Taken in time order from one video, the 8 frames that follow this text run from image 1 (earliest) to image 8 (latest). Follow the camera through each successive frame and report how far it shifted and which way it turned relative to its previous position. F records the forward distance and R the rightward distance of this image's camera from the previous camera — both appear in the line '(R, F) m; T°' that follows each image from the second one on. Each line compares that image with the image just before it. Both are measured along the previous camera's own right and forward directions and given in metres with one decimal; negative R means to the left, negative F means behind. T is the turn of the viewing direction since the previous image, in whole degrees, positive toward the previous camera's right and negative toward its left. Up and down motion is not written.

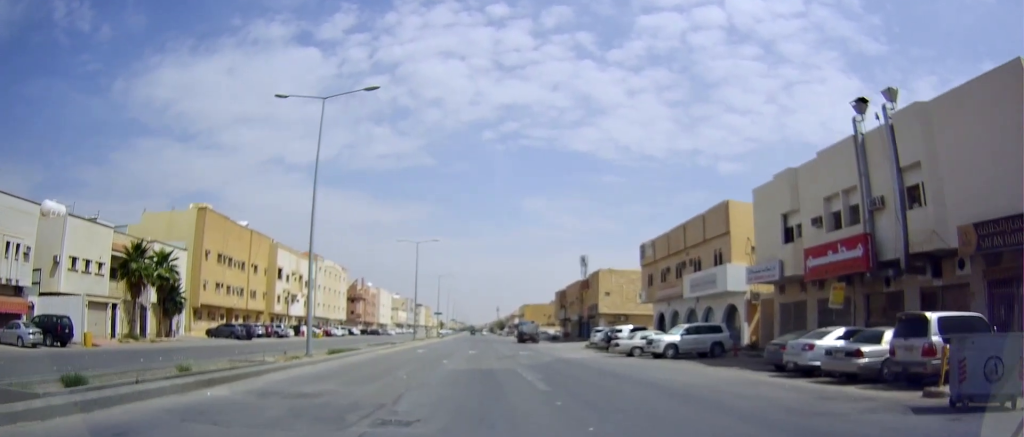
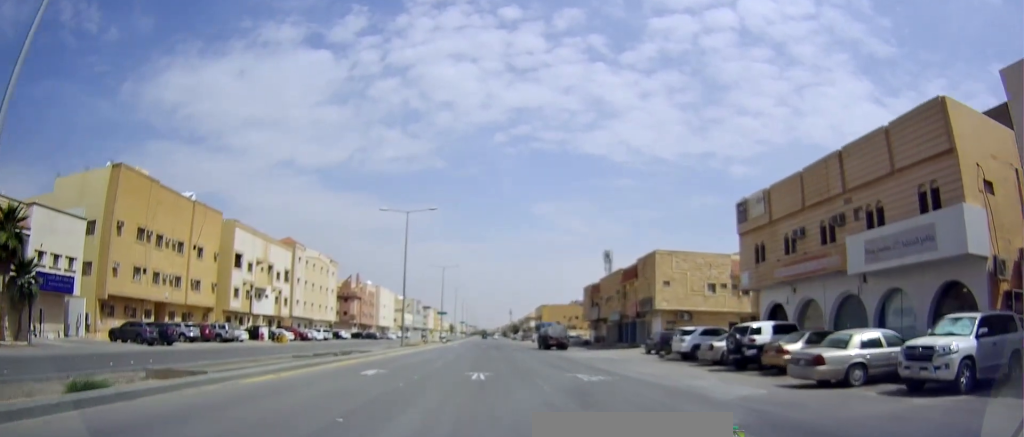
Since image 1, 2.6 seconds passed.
(+2.1, +20.8) m; +5°
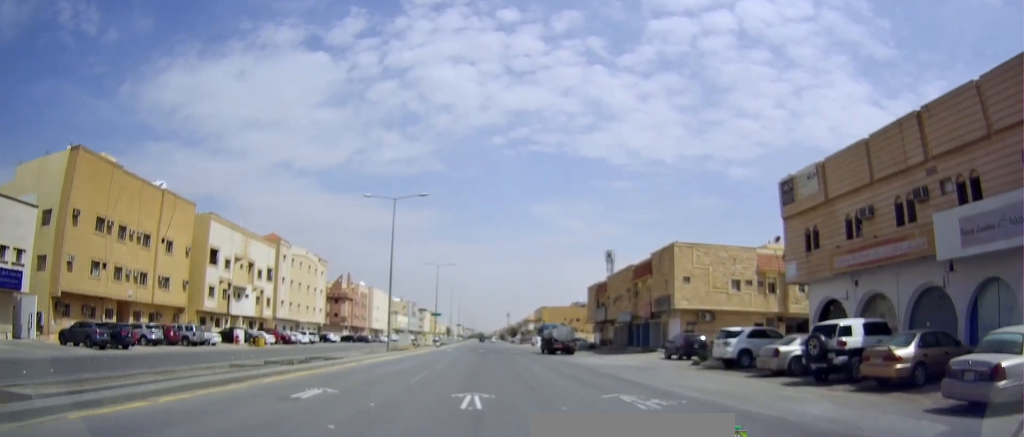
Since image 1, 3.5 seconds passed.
(-0.3, +6.7) m; -2°
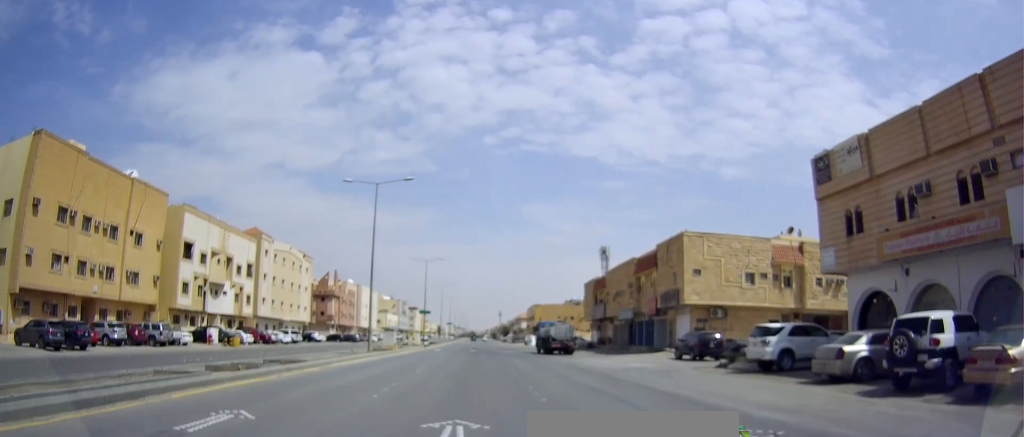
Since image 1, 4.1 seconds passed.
(0.0, +4.8) m; 0°
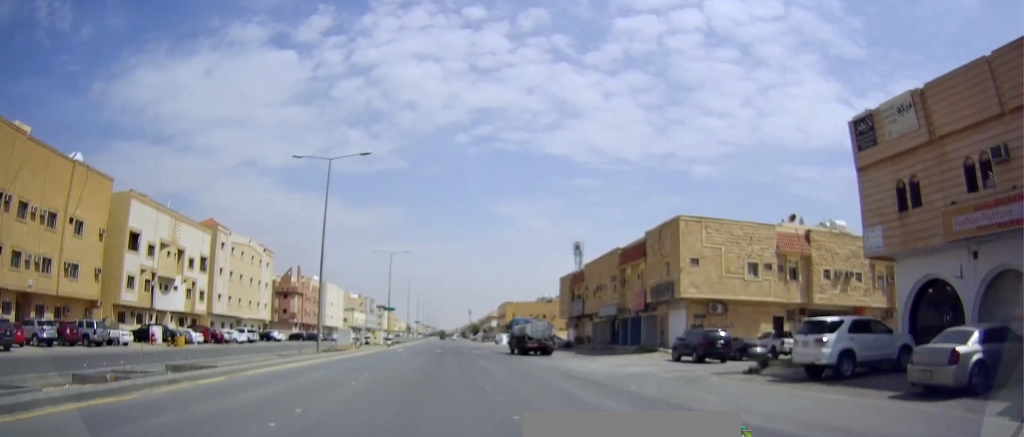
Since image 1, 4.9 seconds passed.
(+0.1, +6.3) m; +1°
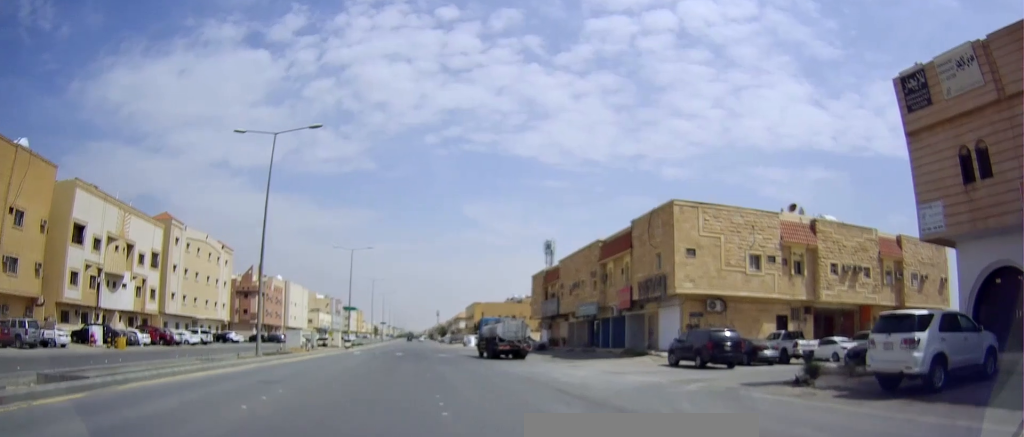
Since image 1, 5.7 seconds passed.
(0.0, +5.7) m; +3°
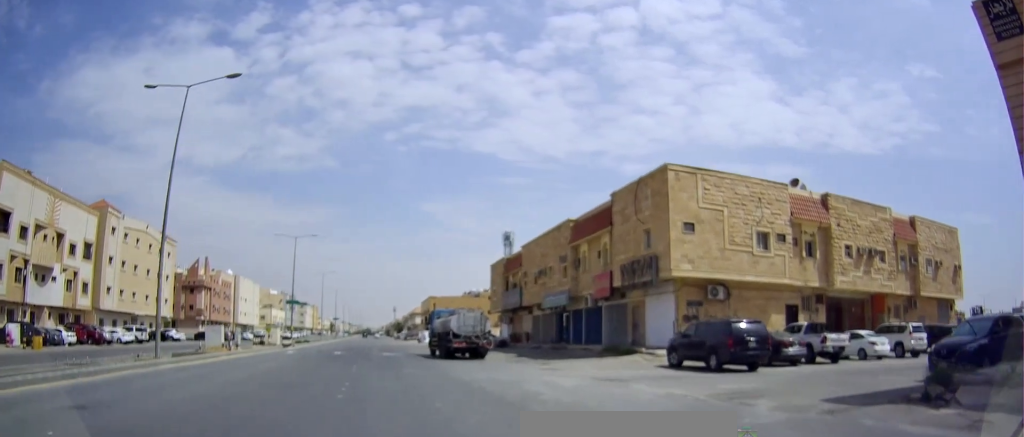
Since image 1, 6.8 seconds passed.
(+0.4, +7.2) m; +7°
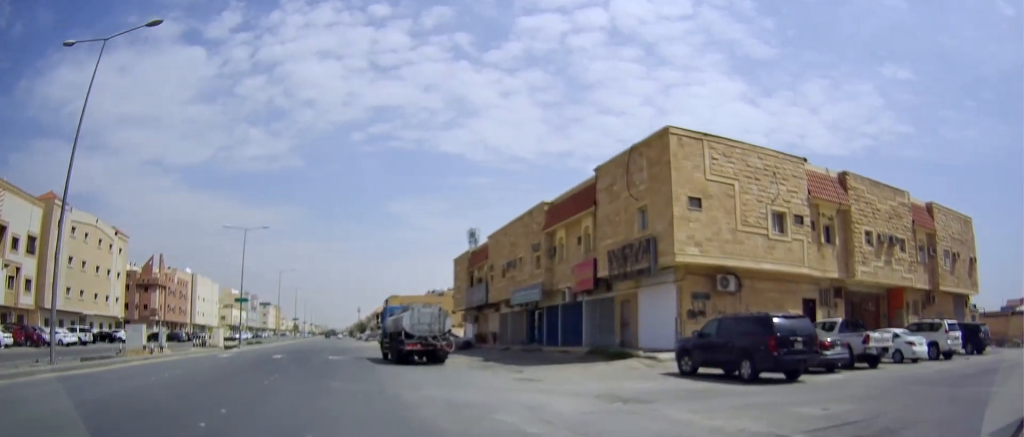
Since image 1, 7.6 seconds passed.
(+0.4, +5.8) m; +4°
